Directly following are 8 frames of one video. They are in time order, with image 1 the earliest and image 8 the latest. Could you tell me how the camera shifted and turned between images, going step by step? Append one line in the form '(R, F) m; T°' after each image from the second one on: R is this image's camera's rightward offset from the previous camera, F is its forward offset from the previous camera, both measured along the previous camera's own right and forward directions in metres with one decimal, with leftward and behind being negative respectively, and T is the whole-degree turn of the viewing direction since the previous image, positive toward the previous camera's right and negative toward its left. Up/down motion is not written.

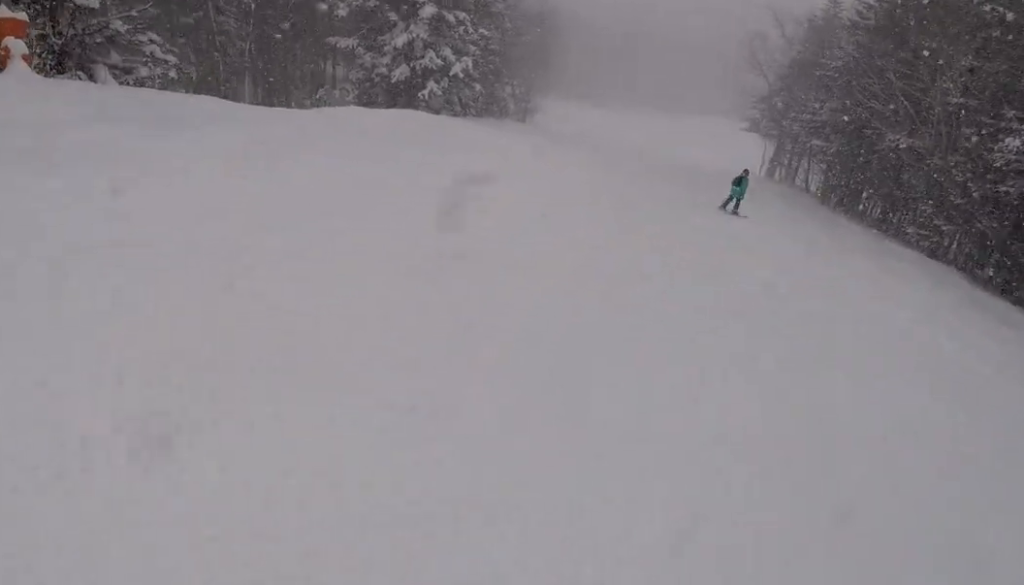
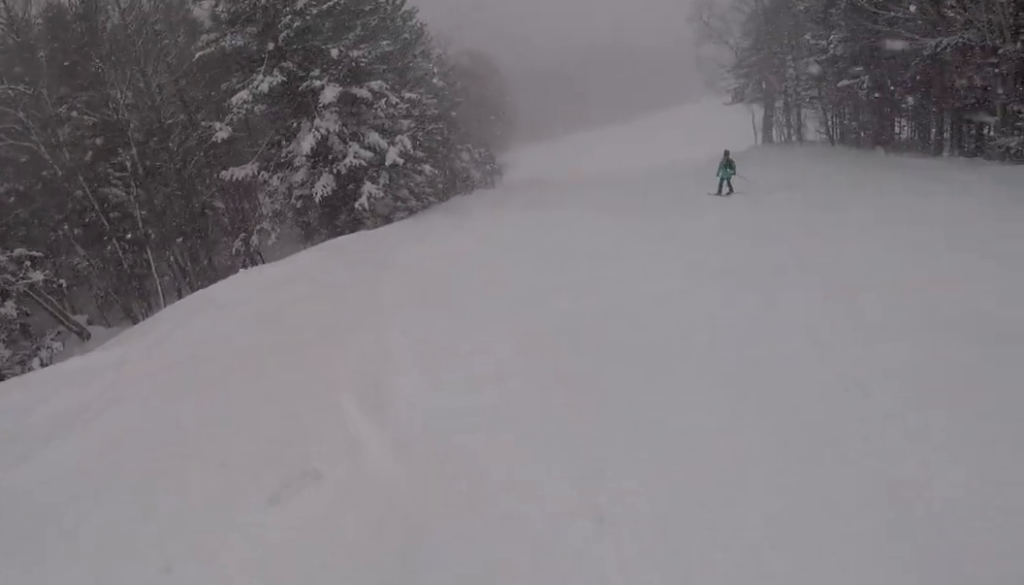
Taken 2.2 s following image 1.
(-2.2, +10.2) m; +7°
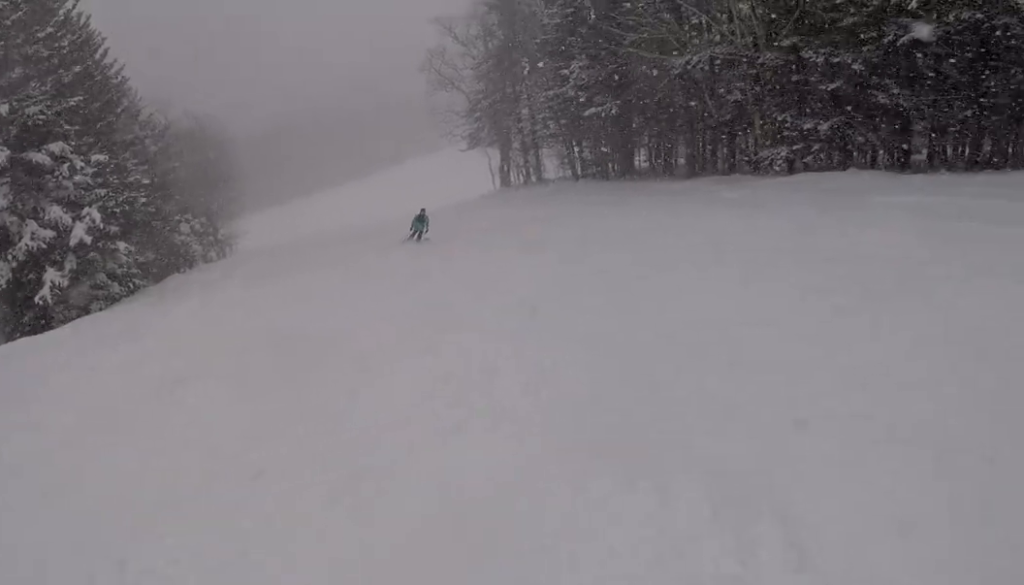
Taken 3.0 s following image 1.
(+0.9, +4.3) m; +11°
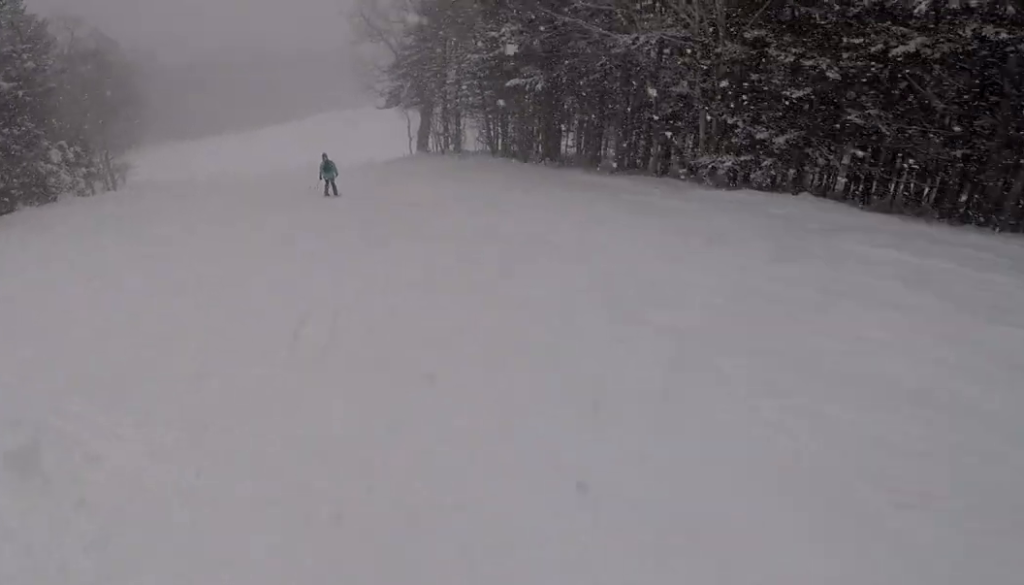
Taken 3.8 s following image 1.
(+0.4, +4.1) m; -2°
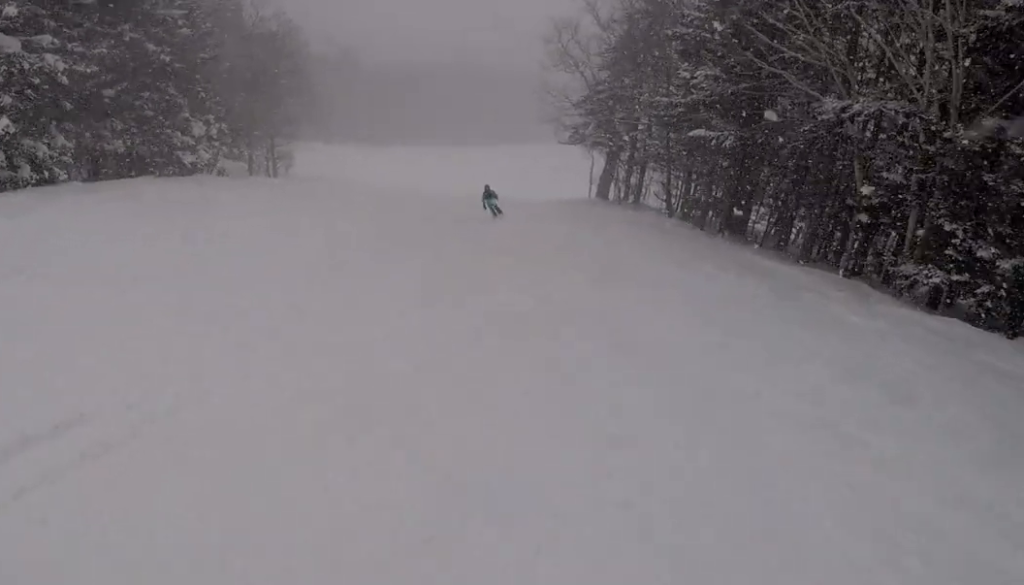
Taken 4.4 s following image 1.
(-0.4, +3.7) m; -9°
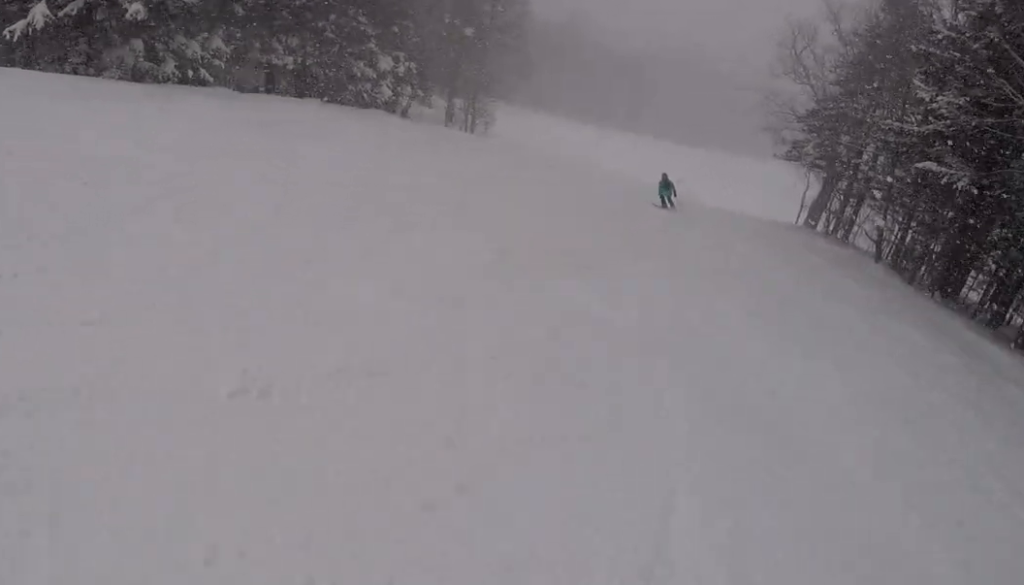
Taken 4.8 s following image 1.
(-0.2, +2.9) m; -5°
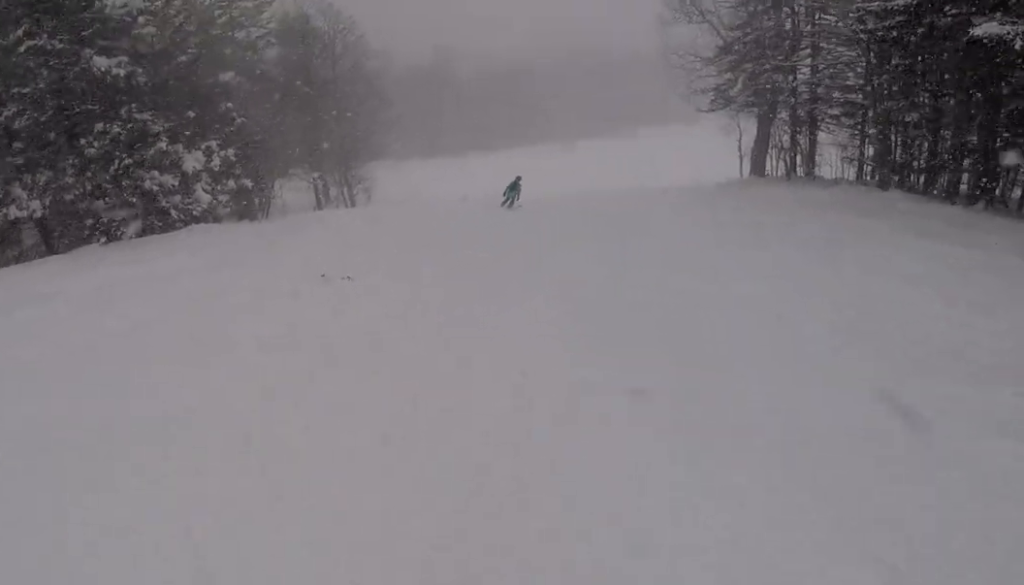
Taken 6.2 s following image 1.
(-1.0, +9.6) m; -7°
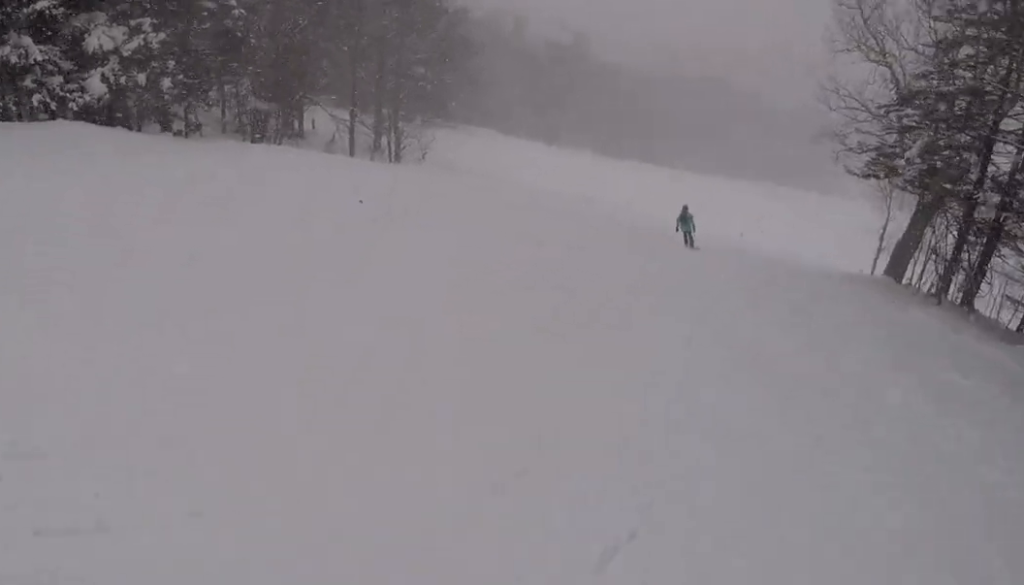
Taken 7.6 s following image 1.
(-0.1, +10.2) m; -4°
